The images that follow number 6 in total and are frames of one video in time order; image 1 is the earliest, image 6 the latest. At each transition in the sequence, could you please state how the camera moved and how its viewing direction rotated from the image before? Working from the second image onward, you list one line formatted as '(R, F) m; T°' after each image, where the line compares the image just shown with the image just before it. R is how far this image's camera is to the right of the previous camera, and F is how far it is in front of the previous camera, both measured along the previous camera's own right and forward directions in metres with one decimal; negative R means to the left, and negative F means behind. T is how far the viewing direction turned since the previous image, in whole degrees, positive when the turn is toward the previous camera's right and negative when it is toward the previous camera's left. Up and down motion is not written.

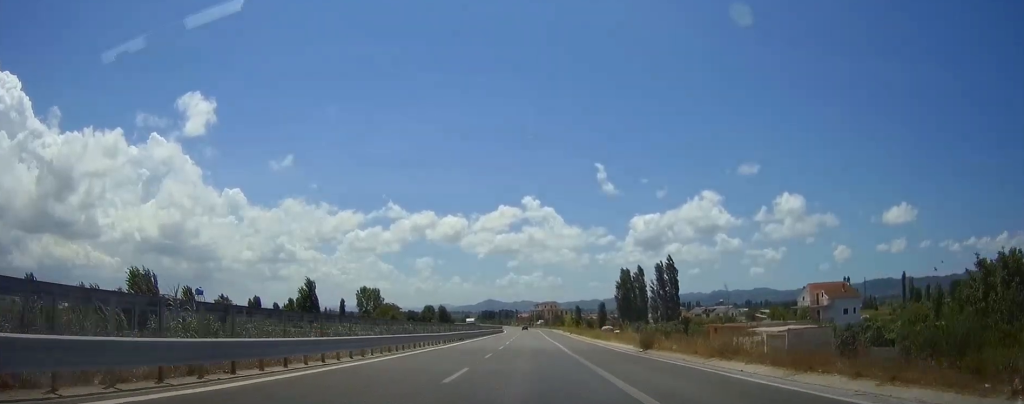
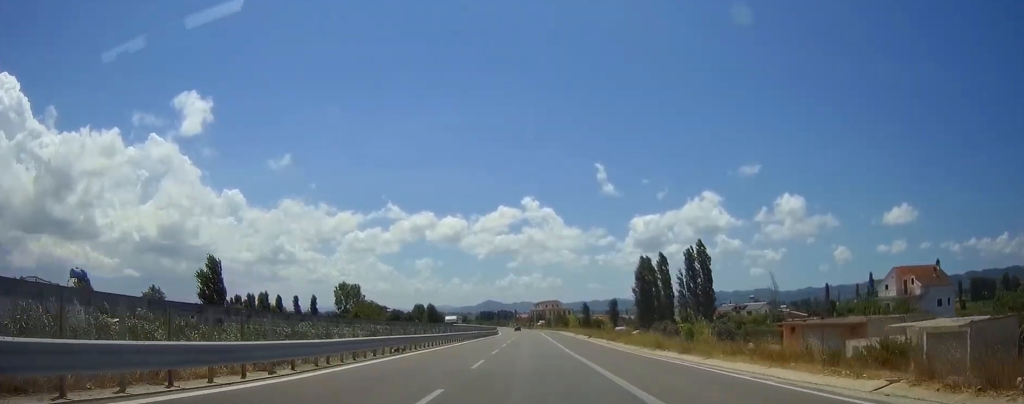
(+0.1, +32.6) m; 0°
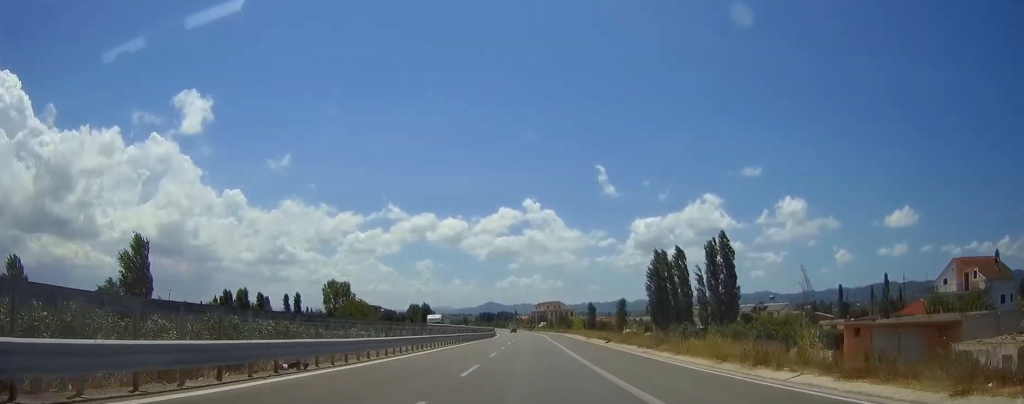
(0.0, +16.6) m; 0°
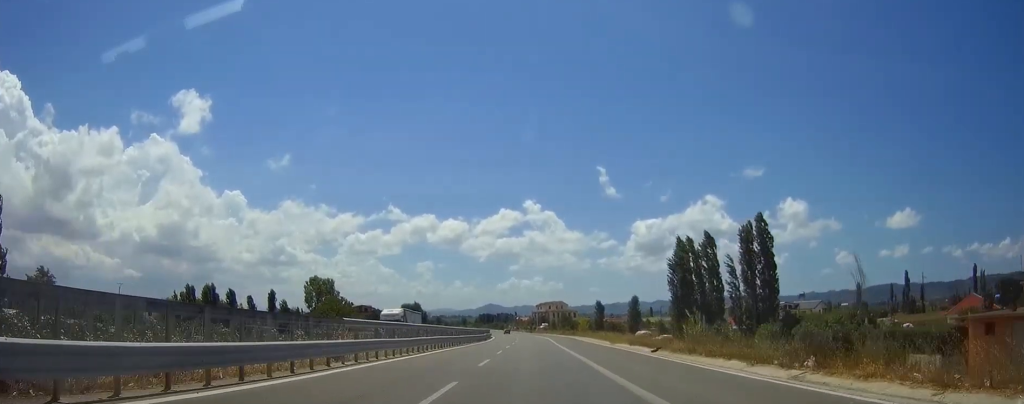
(0.0, +20.7) m; 0°
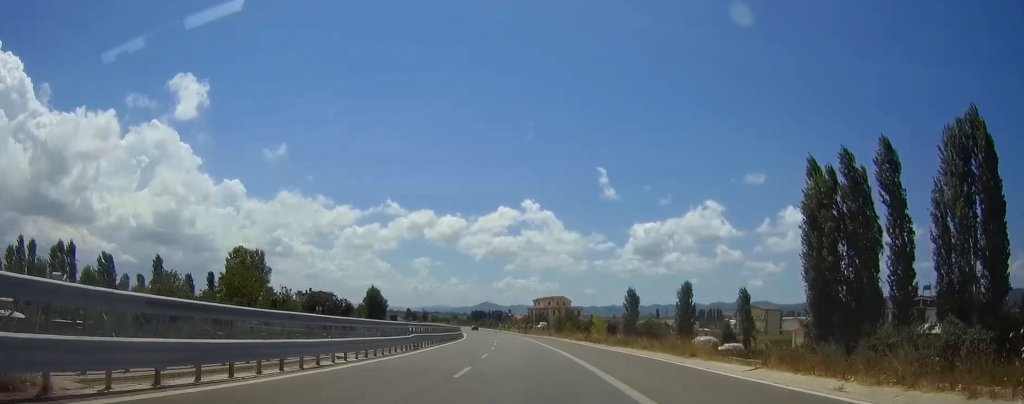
(+0.4, +56.0) m; 0°
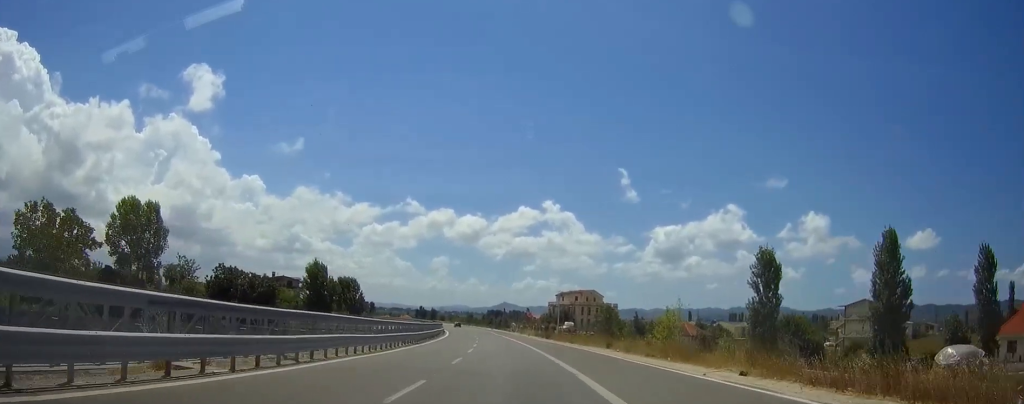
(-0.4, +58.9) m; -1°
